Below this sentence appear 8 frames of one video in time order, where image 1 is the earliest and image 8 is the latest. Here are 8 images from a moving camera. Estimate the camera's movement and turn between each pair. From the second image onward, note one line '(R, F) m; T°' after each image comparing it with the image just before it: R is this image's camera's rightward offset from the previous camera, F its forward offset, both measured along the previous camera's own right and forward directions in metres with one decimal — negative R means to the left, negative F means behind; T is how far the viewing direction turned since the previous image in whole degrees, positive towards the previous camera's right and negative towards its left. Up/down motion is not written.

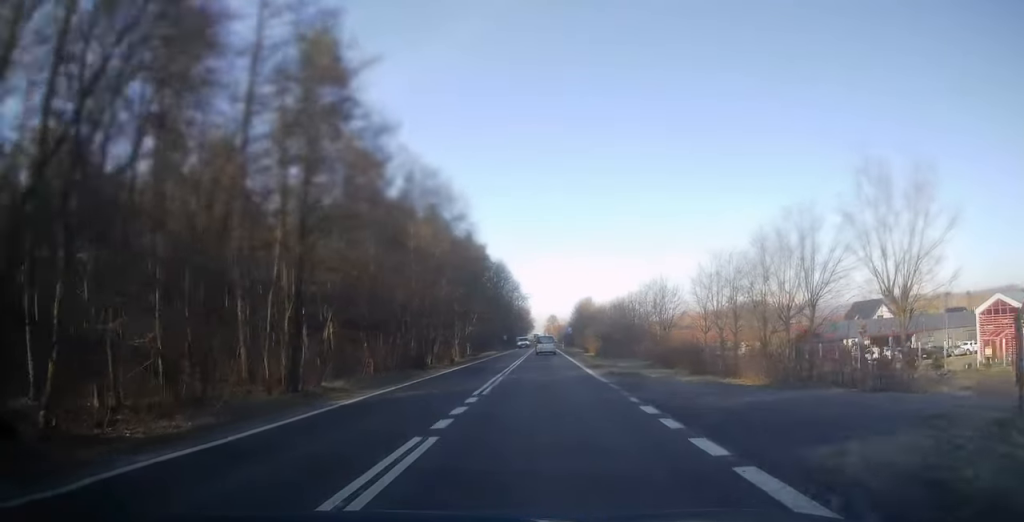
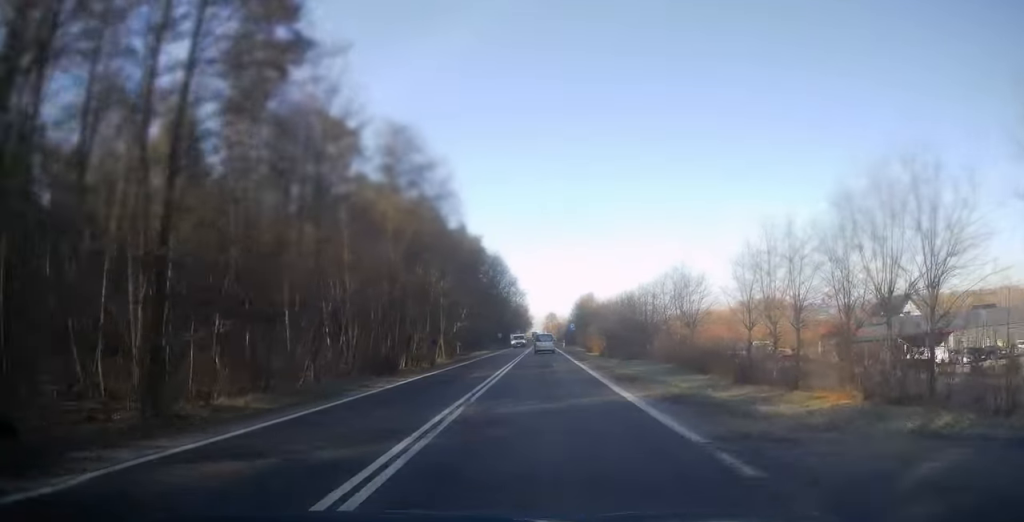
(+0.2, +10.8) m; 0°
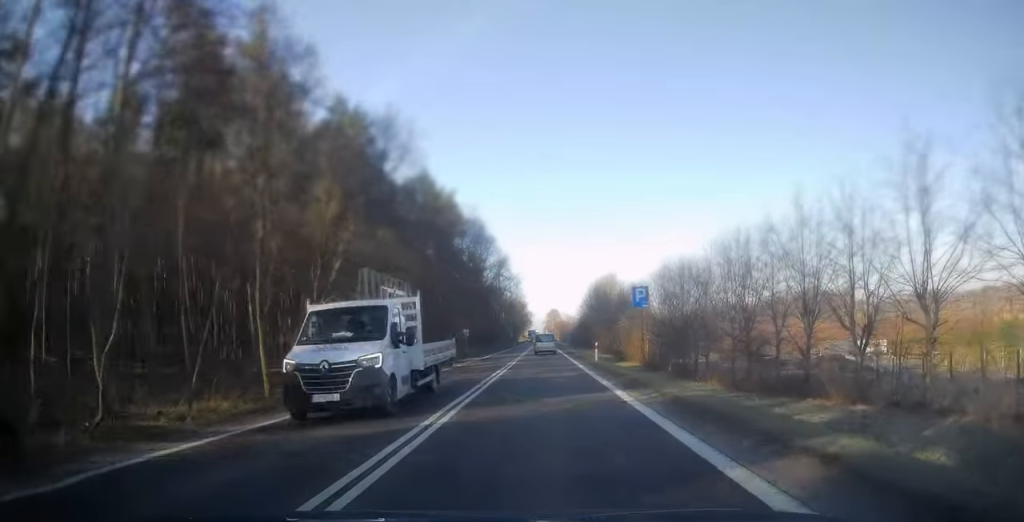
(-0.4, +48.7) m; 0°
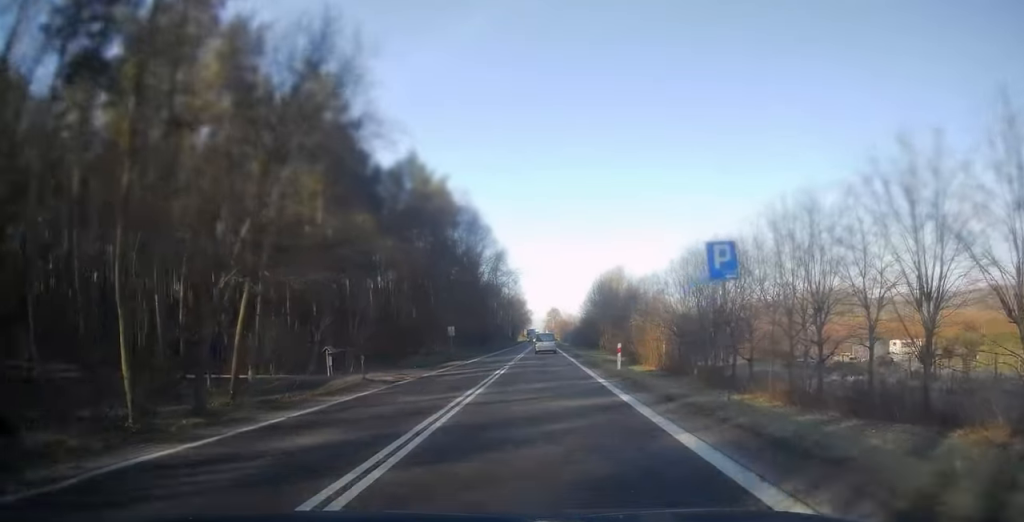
(0.0, +9.9) m; 0°
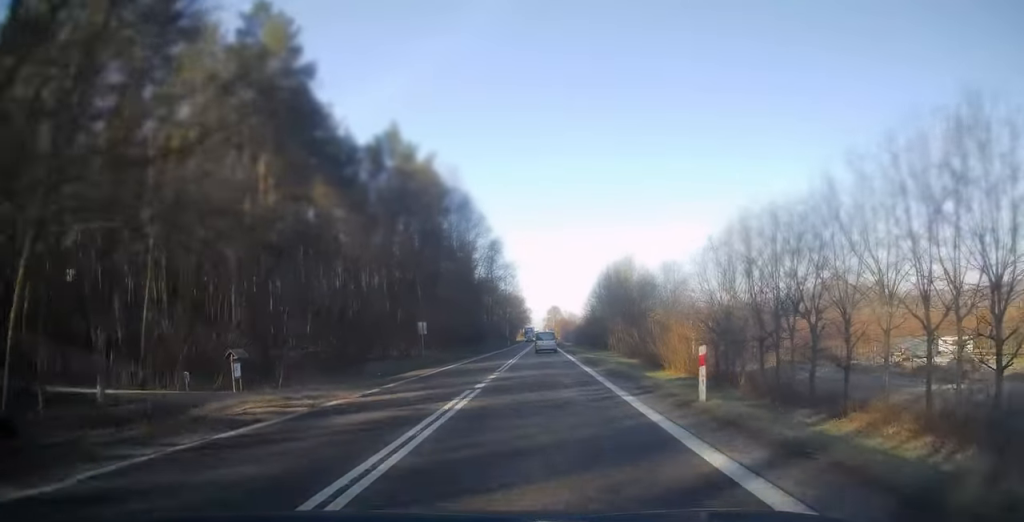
(+0.2, +12.3) m; 0°
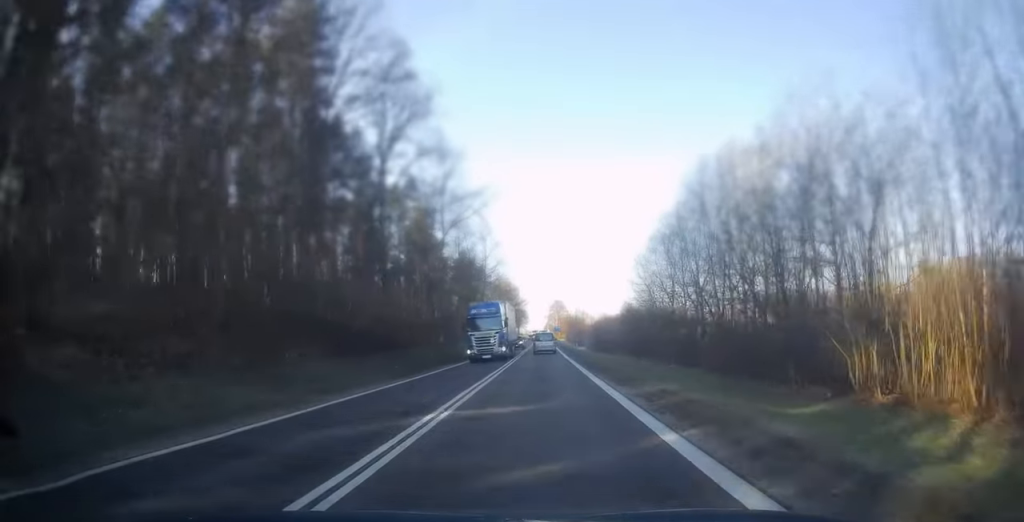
(+0.1, +63.9) m; 0°
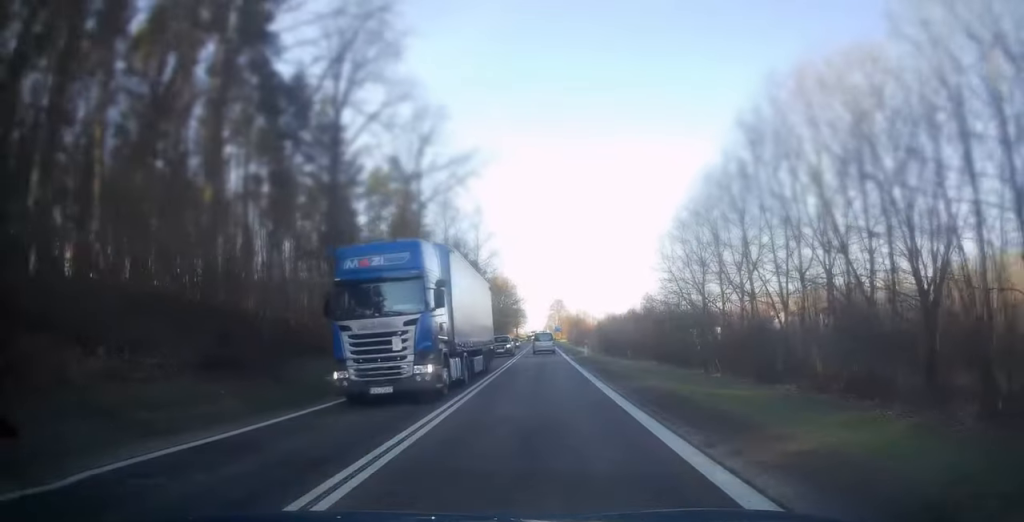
(0.0, +12.6) m; 0°
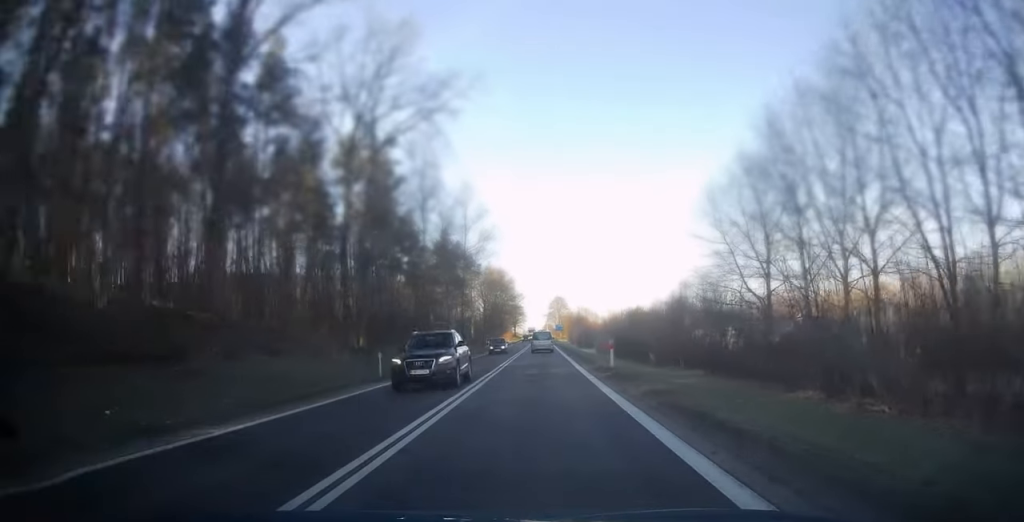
(0.0, +15.2) m; 0°
